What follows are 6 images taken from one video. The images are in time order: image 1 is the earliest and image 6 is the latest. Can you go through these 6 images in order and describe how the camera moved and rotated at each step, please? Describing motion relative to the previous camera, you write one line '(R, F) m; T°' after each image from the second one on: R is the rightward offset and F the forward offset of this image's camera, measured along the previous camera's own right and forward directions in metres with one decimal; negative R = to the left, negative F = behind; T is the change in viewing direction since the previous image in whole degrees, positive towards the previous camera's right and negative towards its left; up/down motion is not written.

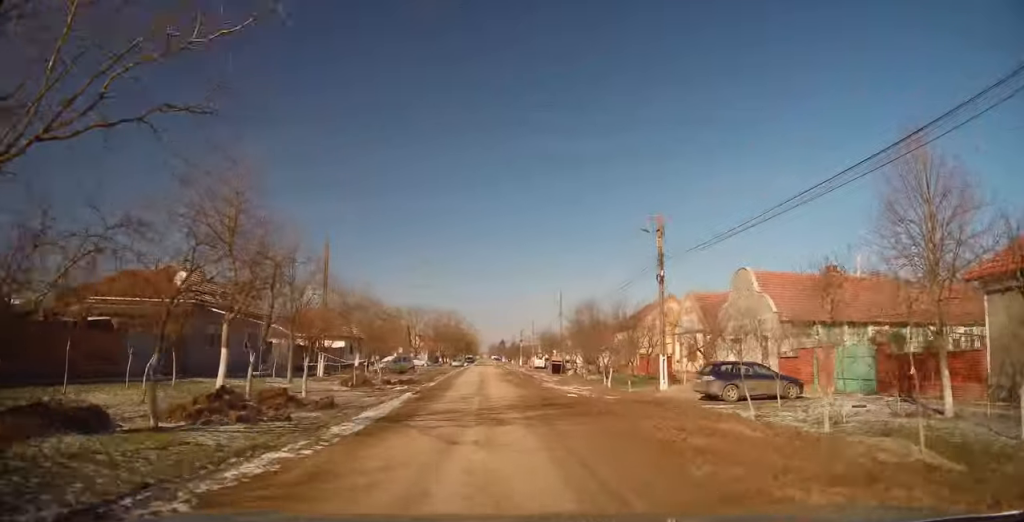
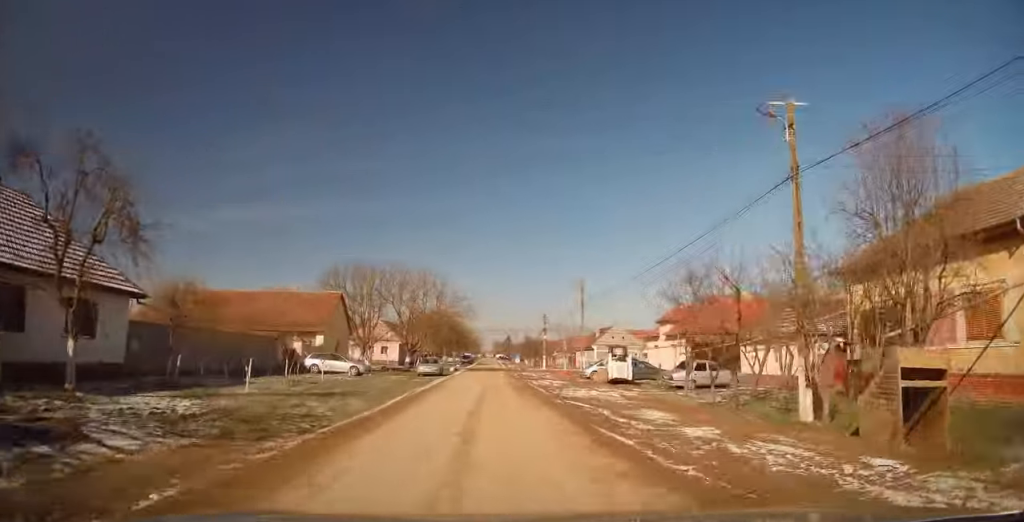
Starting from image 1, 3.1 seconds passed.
(+0.3, +44.0) m; 0°
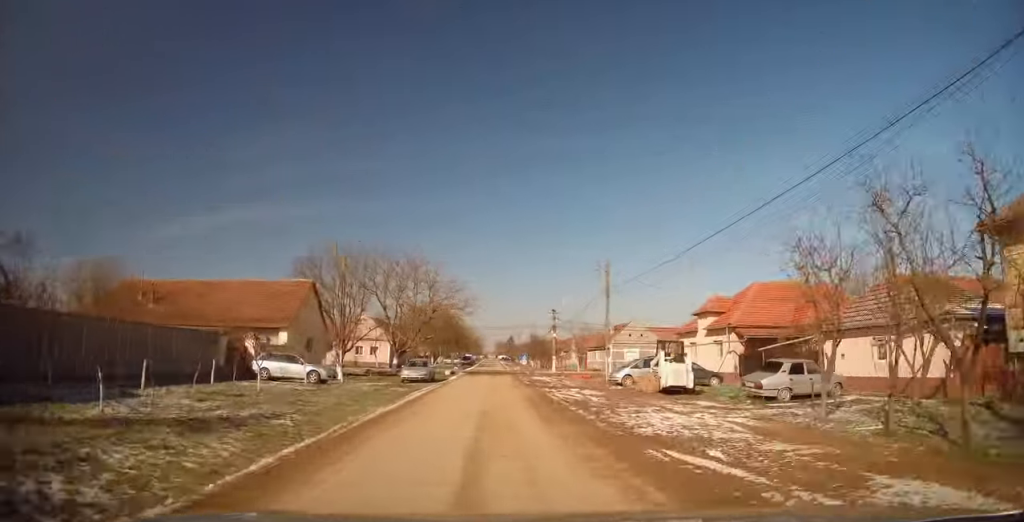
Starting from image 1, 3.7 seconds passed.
(-0.1, +8.7) m; 0°
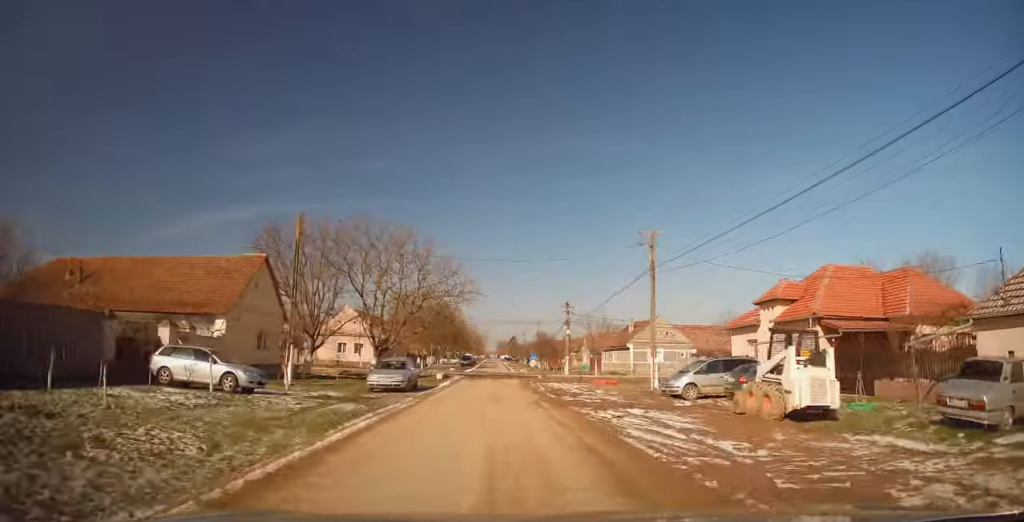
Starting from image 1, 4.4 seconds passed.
(+0.1, +9.5) m; 0°
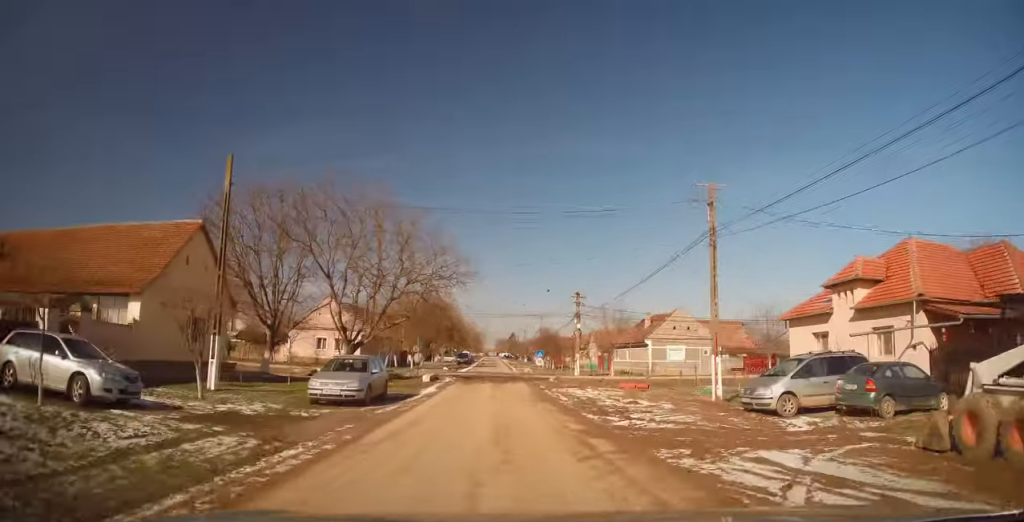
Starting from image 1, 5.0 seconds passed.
(0.0, +7.5) m; -1°
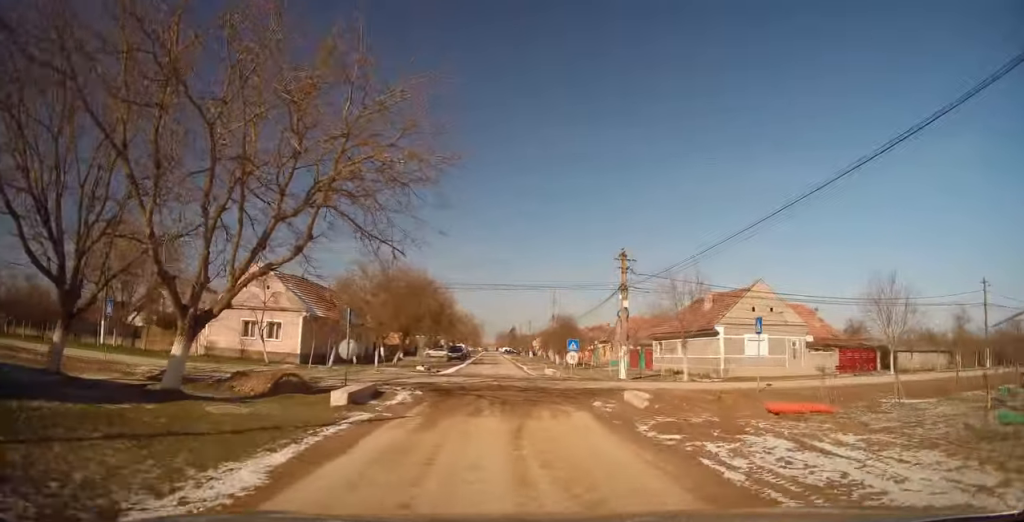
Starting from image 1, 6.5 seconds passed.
(-0.5, +17.6) m; -1°
